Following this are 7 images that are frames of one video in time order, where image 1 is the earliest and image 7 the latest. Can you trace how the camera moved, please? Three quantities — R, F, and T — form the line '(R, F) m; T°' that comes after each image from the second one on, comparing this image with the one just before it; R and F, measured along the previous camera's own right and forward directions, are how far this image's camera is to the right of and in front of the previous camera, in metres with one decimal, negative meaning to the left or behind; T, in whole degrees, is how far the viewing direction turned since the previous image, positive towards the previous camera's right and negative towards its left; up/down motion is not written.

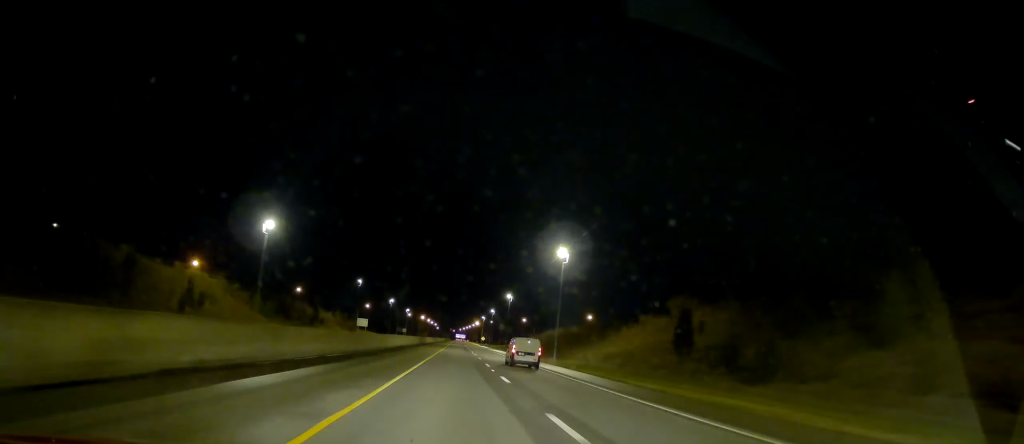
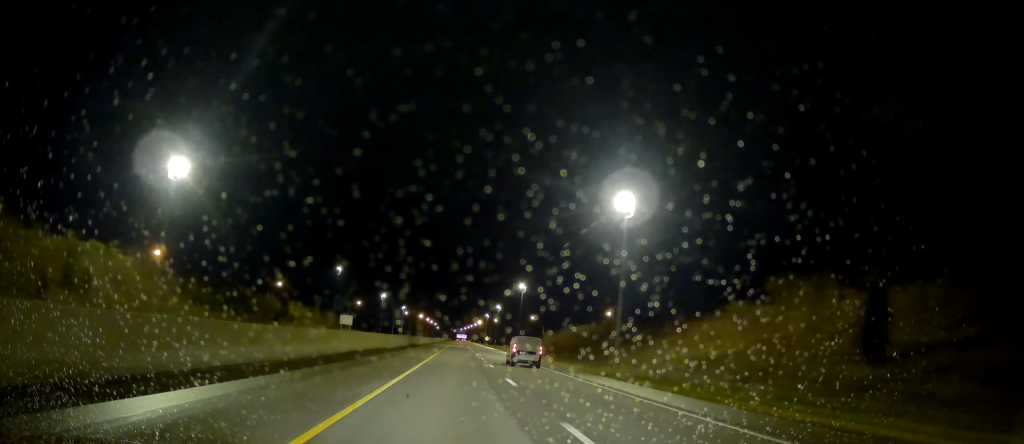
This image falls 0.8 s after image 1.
(+0.4, +25.8) m; +1°
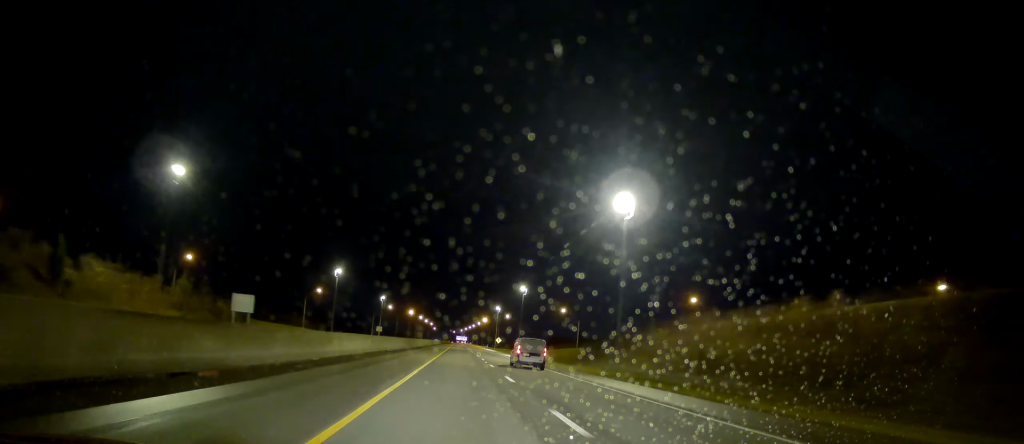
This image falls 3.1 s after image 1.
(+1.3, +69.9) m; +1°
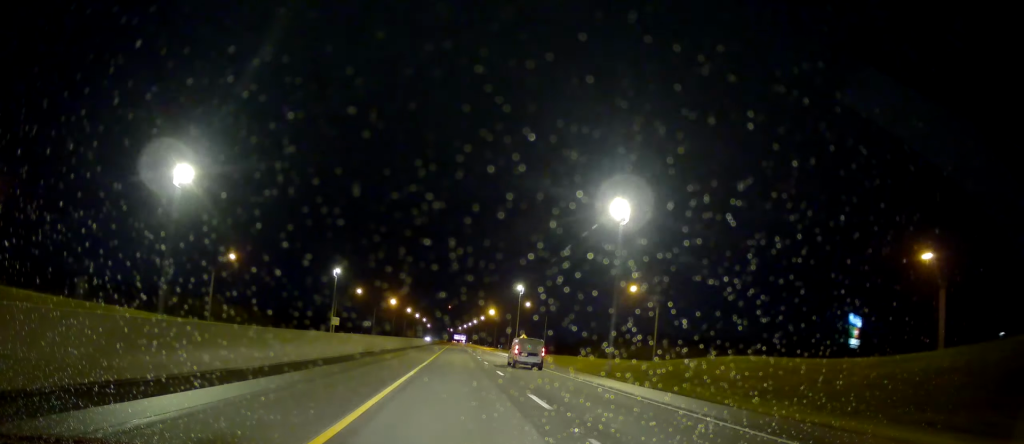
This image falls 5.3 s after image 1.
(-0.7, +68.3) m; -1°
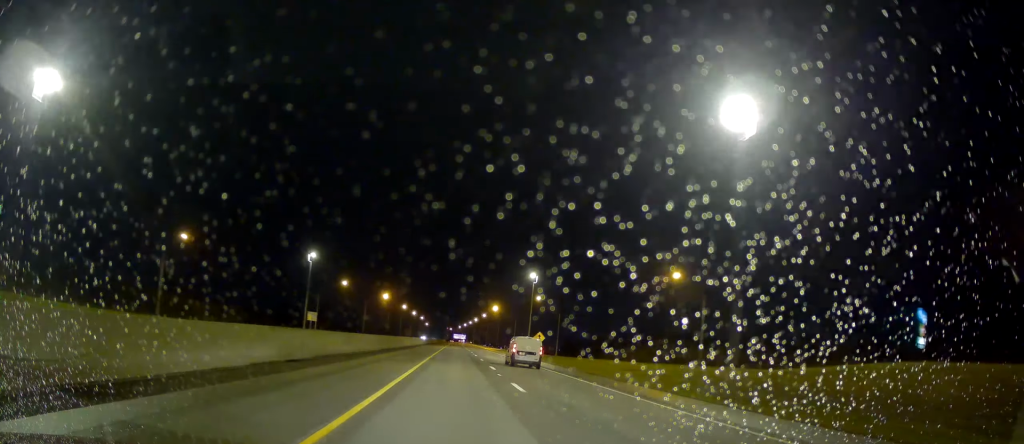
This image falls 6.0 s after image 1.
(0.0, +20.3) m; 0°
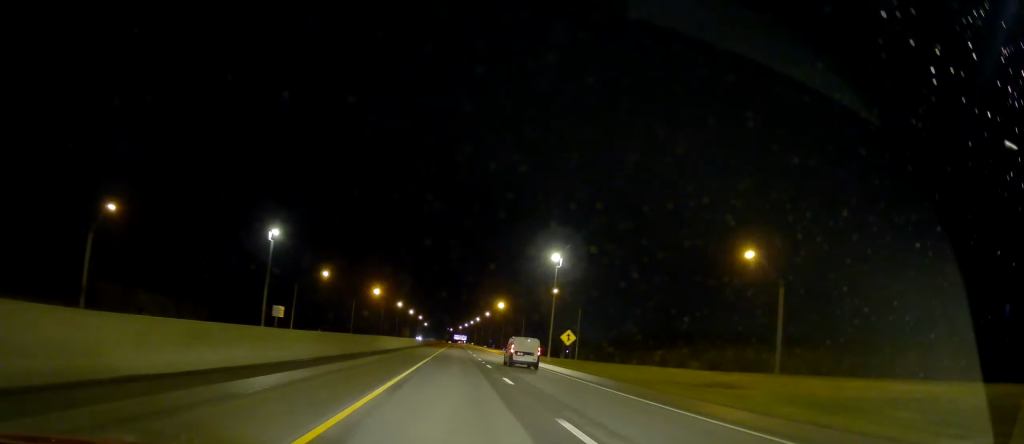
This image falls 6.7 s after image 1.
(0.0, +21.4) m; 0°
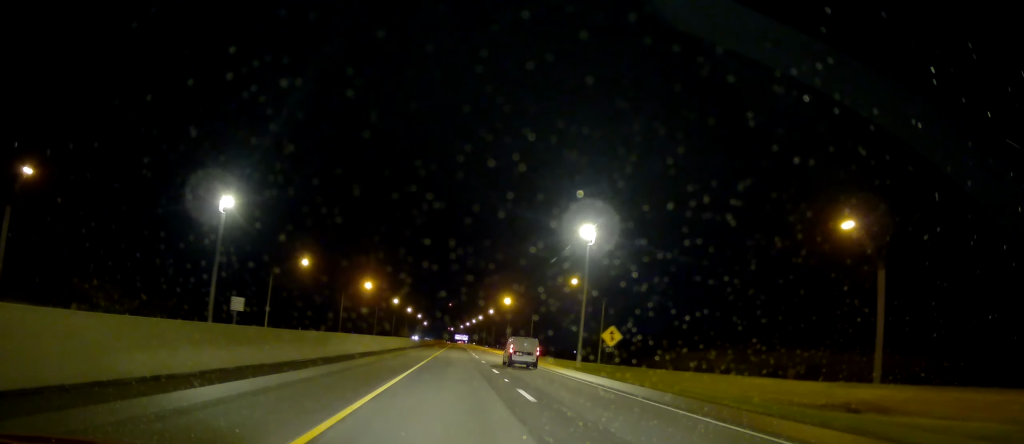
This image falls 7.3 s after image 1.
(0.0, +18.3) m; 0°
